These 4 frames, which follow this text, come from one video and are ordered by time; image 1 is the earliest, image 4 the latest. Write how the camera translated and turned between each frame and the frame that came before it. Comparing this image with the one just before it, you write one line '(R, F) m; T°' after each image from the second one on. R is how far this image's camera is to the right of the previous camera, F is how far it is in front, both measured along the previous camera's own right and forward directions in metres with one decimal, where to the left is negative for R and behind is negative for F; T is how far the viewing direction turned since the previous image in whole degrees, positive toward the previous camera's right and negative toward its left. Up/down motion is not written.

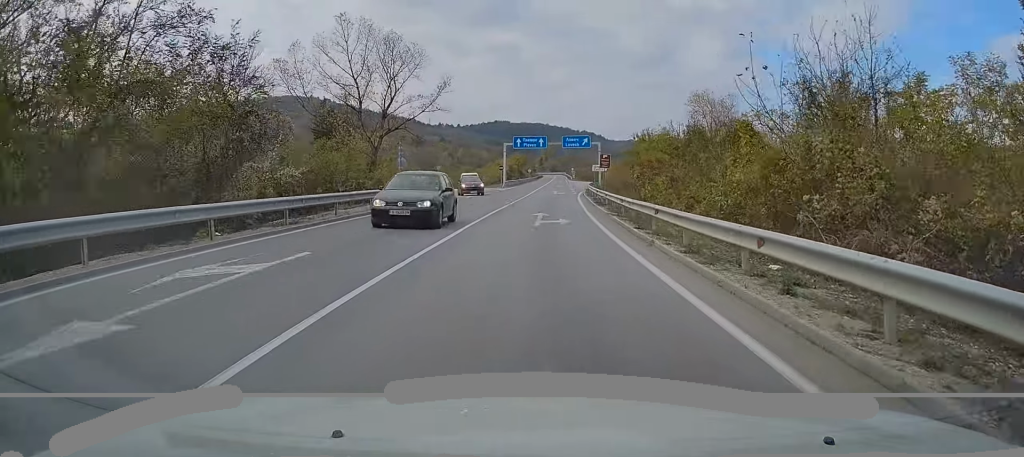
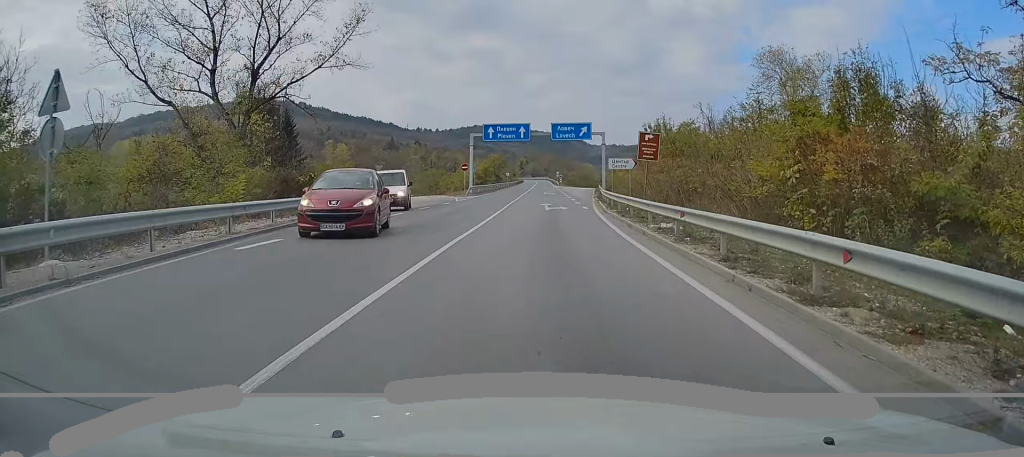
(+0.5, +26.0) m; +2°
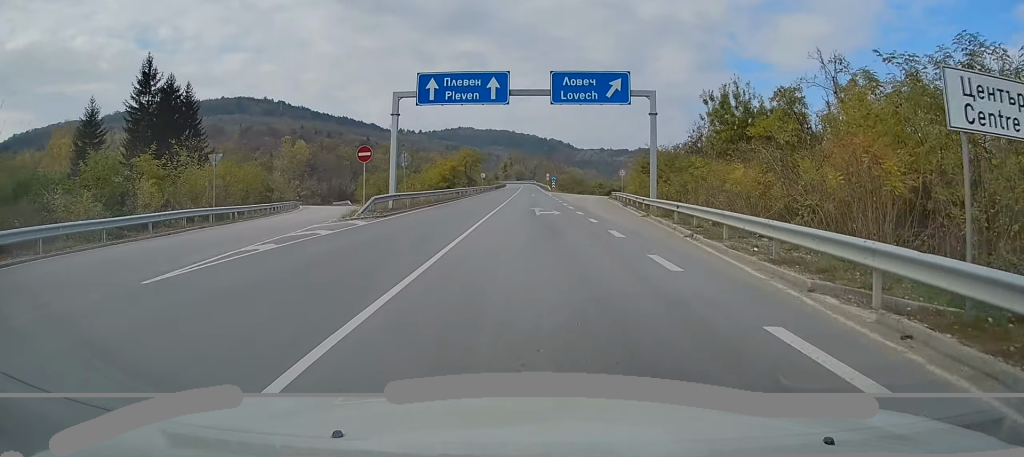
(+0.4, +32.7) m; +1°
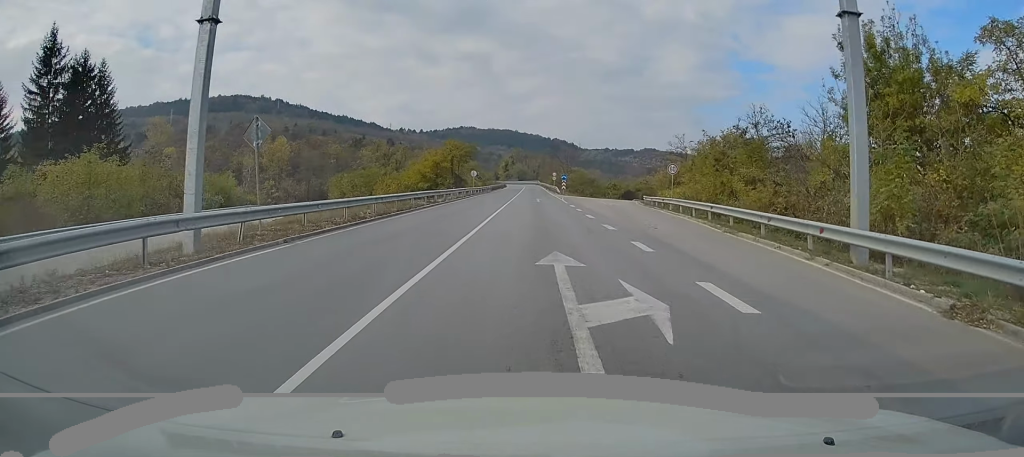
(+0.2, +21.6) m; +1°
